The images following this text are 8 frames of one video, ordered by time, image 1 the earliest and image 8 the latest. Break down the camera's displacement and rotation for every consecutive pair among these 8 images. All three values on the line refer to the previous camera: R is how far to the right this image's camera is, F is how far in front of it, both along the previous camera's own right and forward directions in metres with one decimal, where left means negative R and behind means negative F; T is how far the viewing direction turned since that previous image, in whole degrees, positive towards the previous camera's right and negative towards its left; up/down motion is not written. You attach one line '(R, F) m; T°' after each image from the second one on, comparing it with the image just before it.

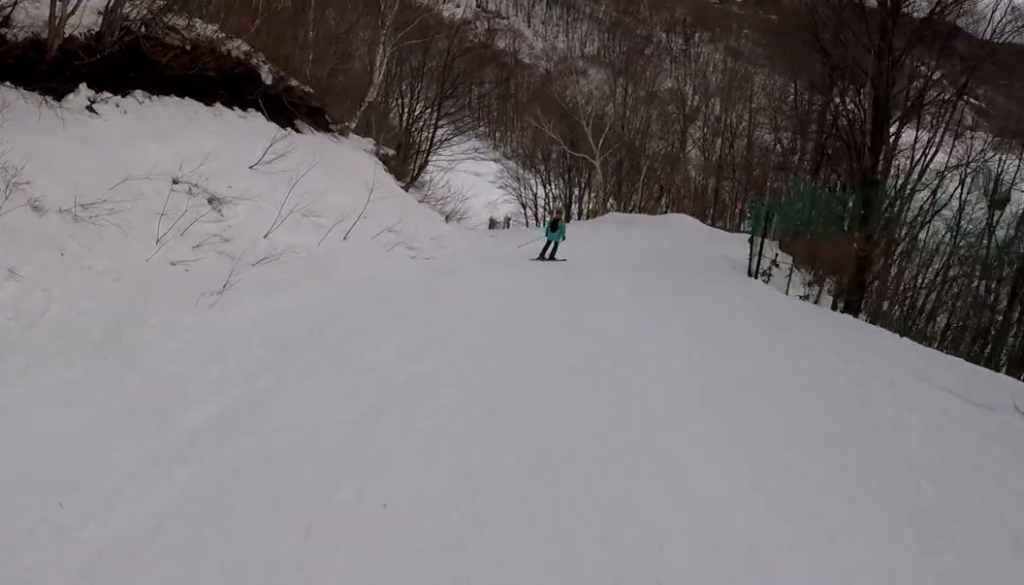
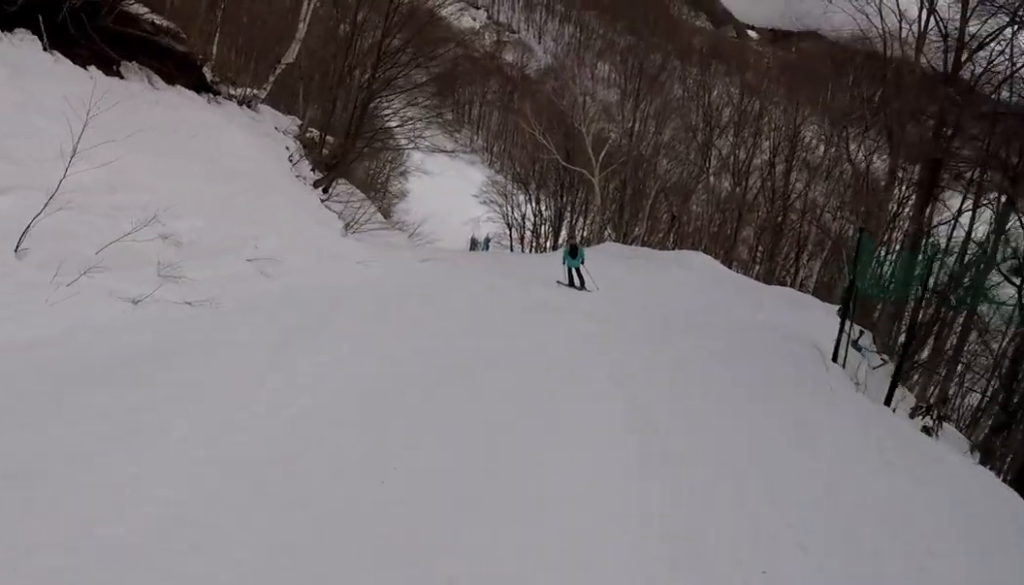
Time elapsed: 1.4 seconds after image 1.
(-0.5, +7.2) m; -18°
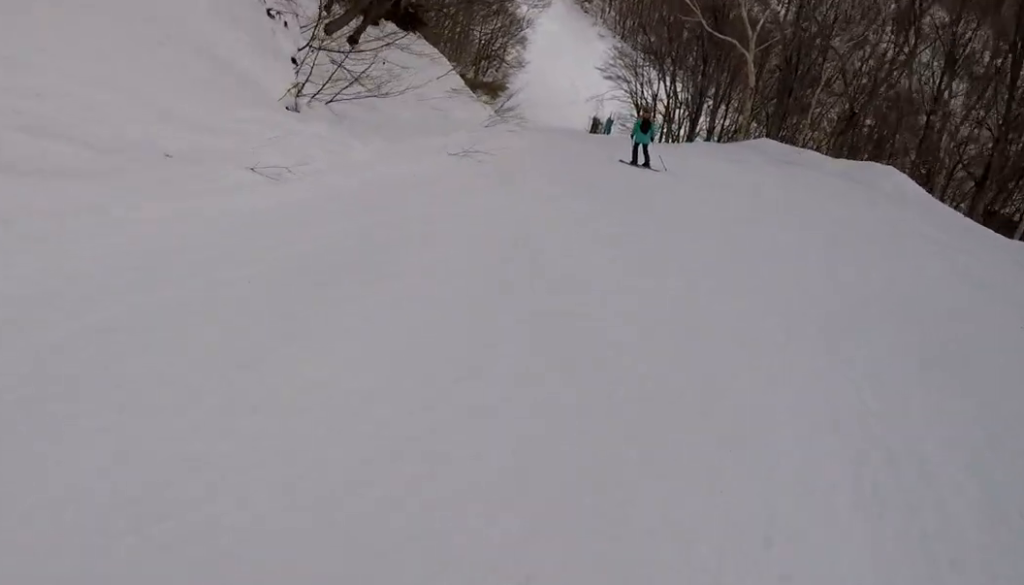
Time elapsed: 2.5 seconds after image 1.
(-0.8, +5.4) m; +6°
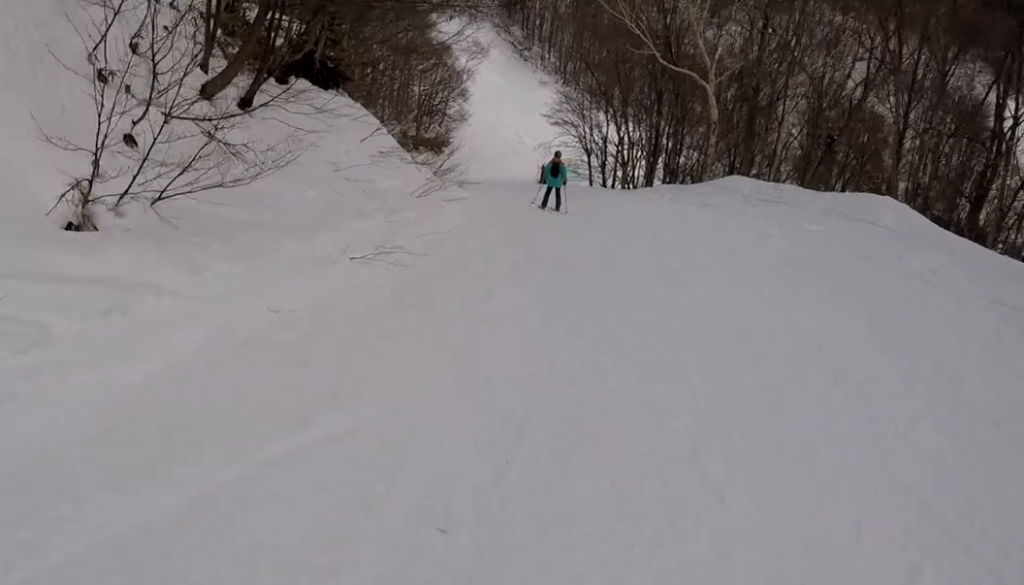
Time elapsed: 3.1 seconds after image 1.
(+0.6, +2.9) m; +11°
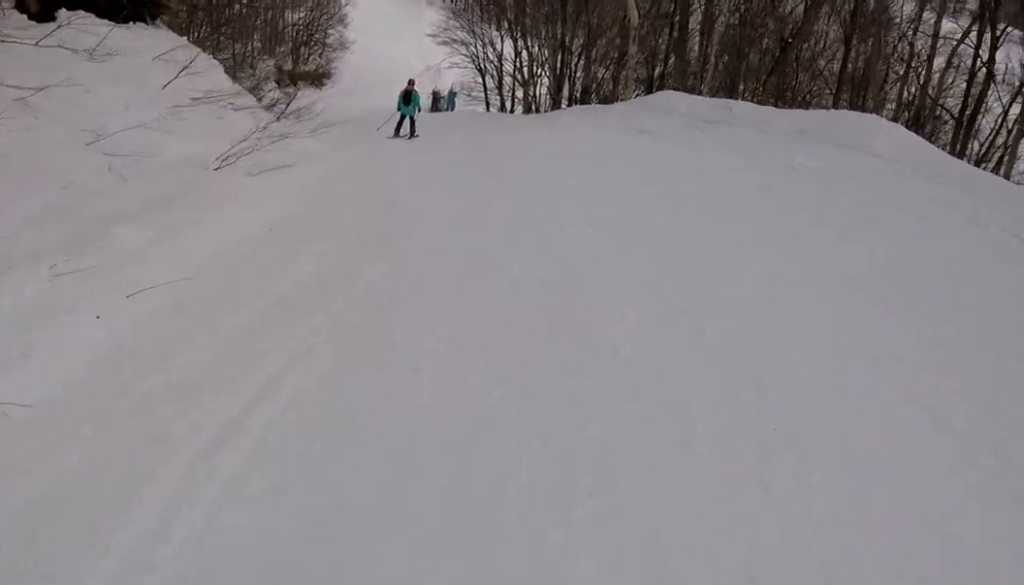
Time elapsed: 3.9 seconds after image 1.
(+0.1, +4.6) m; +1°
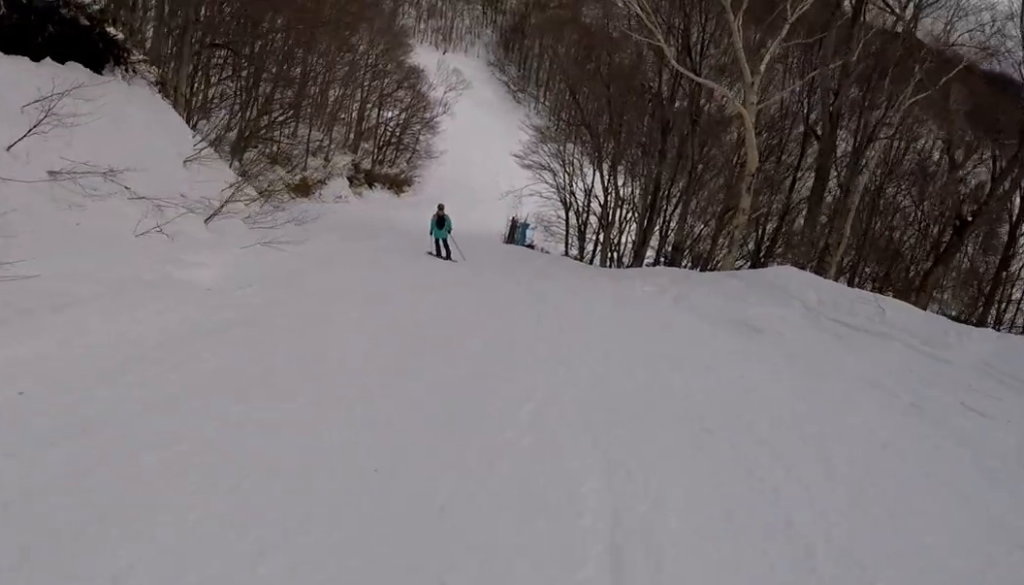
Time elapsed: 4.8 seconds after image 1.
(-0.1, +5.7) m; -10°
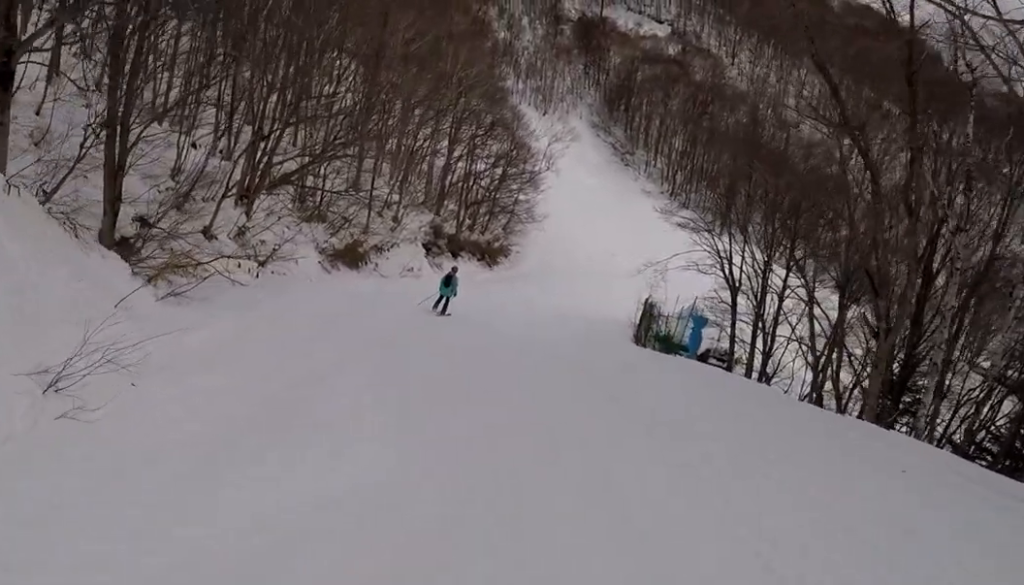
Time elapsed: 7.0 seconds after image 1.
(-3.2, +14.3) m; -25°
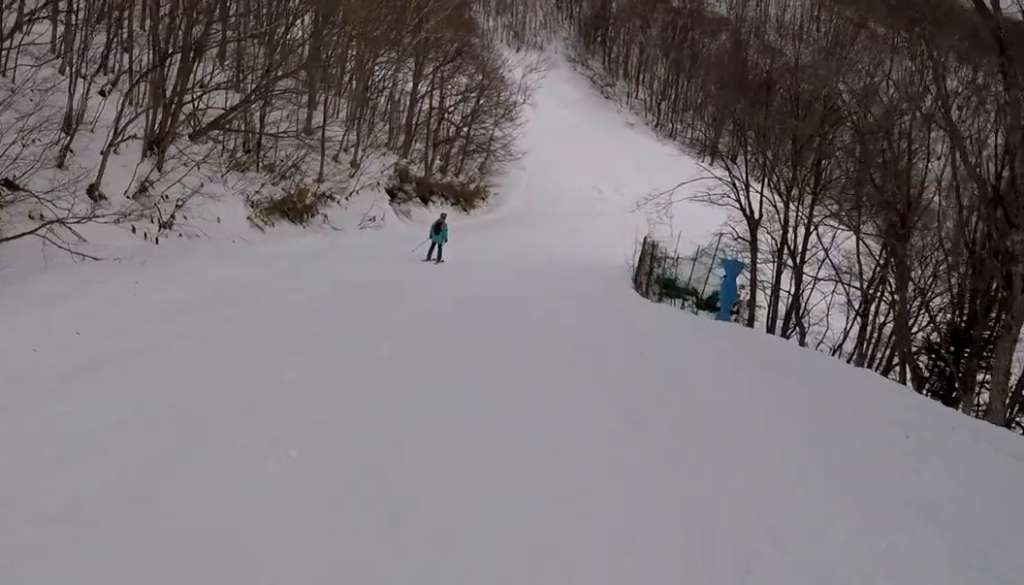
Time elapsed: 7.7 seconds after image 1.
(-0.8, +5.3) m; -1°
